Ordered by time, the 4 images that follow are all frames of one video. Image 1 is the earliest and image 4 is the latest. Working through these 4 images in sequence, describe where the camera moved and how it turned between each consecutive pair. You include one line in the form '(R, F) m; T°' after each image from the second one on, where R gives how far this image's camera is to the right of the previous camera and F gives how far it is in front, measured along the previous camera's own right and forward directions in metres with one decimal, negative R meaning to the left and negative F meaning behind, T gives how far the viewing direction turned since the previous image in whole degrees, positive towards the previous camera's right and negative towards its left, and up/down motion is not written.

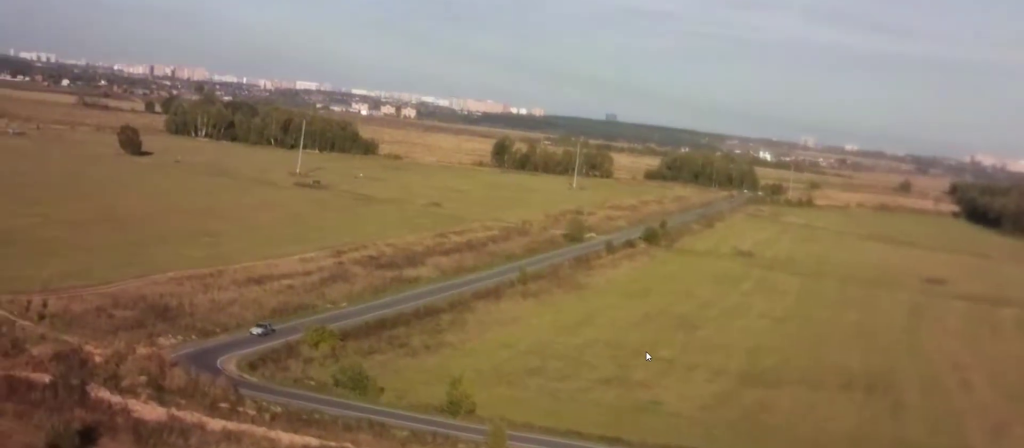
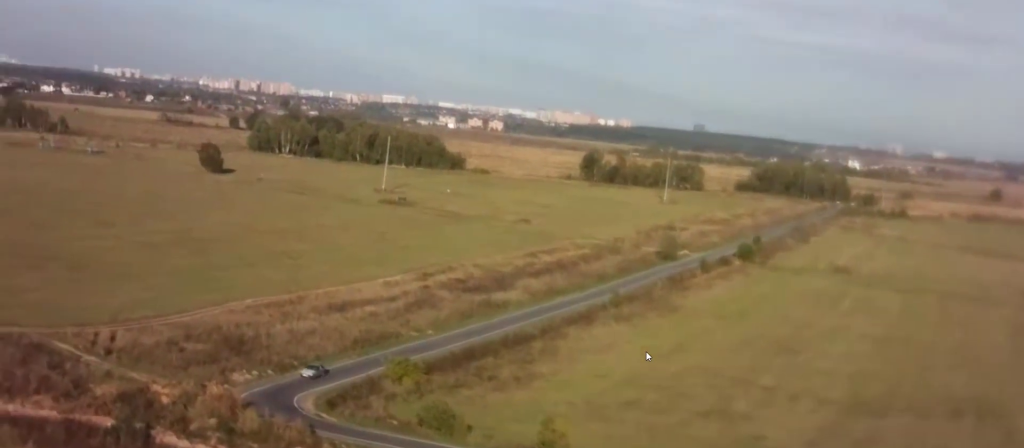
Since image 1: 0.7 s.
(-0.1, +9.4) m; -2°
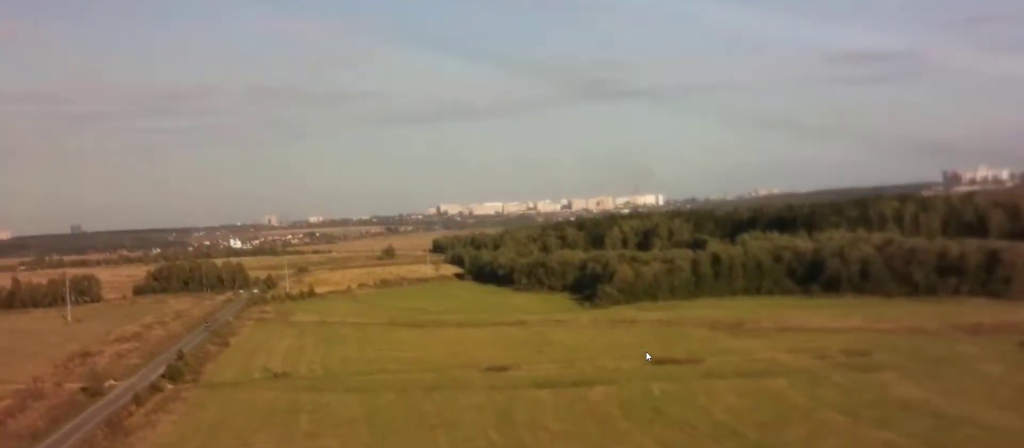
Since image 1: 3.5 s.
(+1.6, +32.6) m; +14°
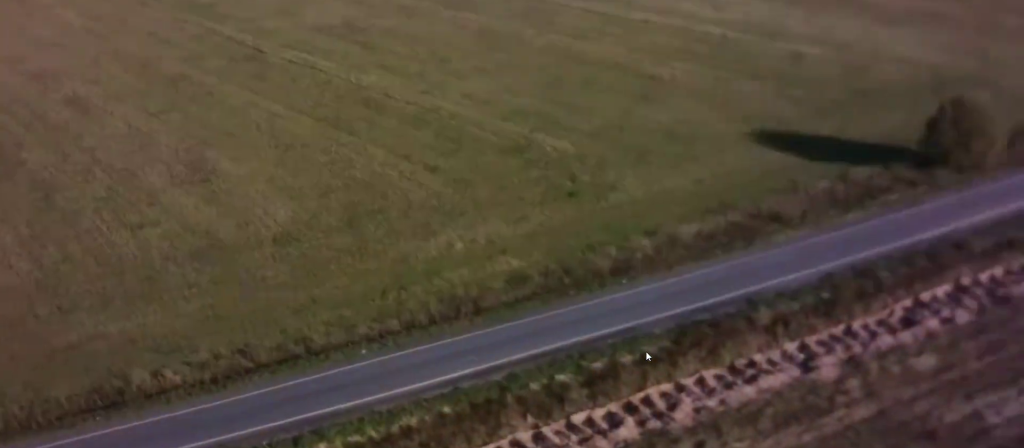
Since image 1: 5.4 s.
(+3.4, +22.0) m; +23°
